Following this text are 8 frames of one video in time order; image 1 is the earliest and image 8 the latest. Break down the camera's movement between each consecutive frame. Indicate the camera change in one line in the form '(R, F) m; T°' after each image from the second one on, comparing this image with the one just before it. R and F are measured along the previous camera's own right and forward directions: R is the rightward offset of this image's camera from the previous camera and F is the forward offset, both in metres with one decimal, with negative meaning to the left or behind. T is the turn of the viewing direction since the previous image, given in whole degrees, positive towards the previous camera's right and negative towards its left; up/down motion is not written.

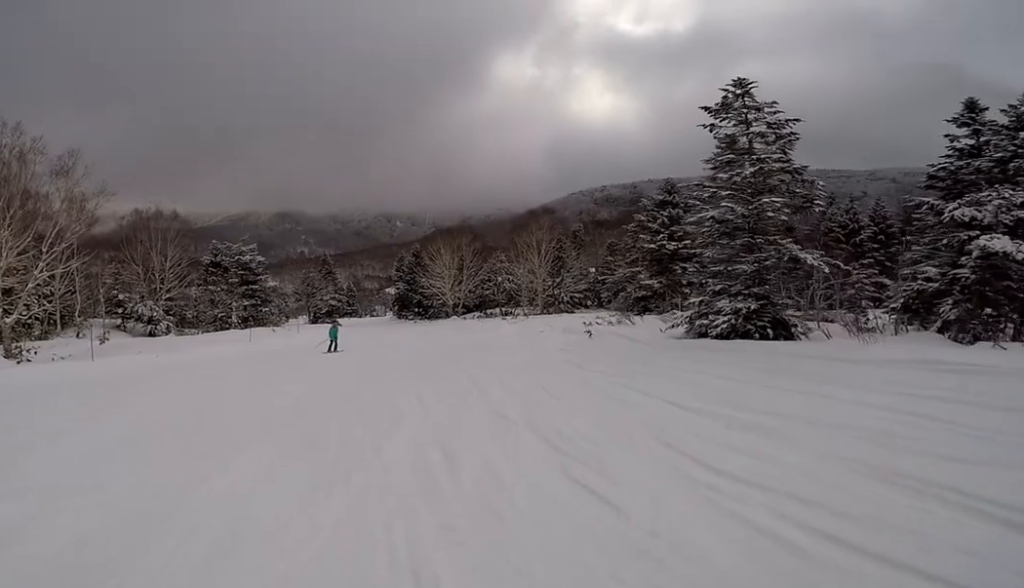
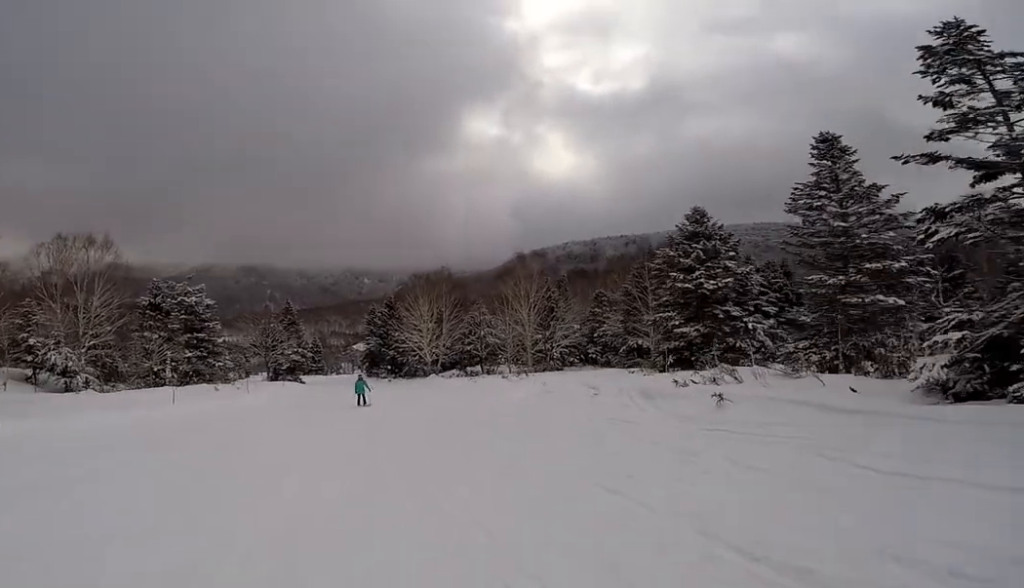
(-0.1, +7.6) m; -2°
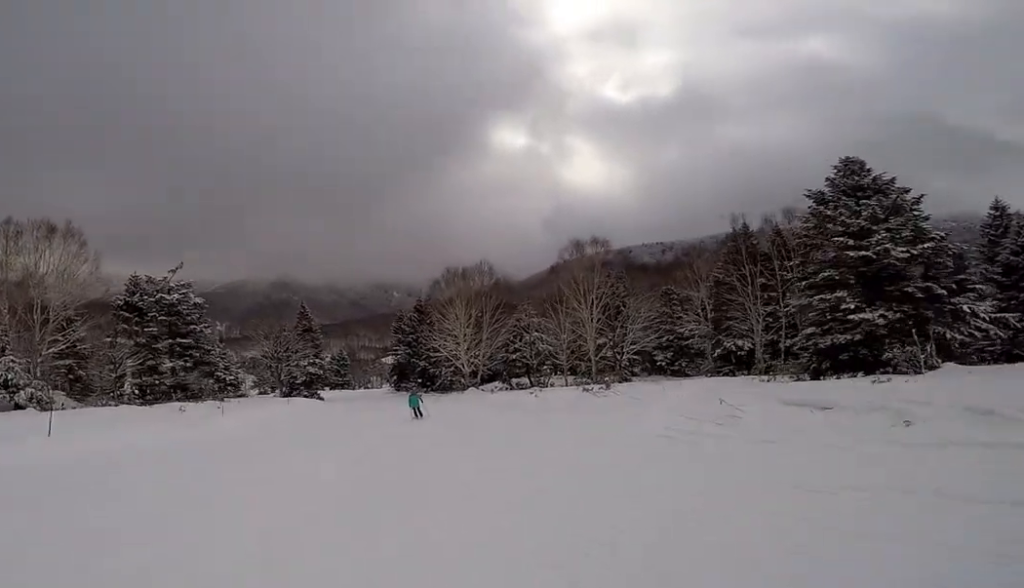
(-0.2, +9.1) m; +3°
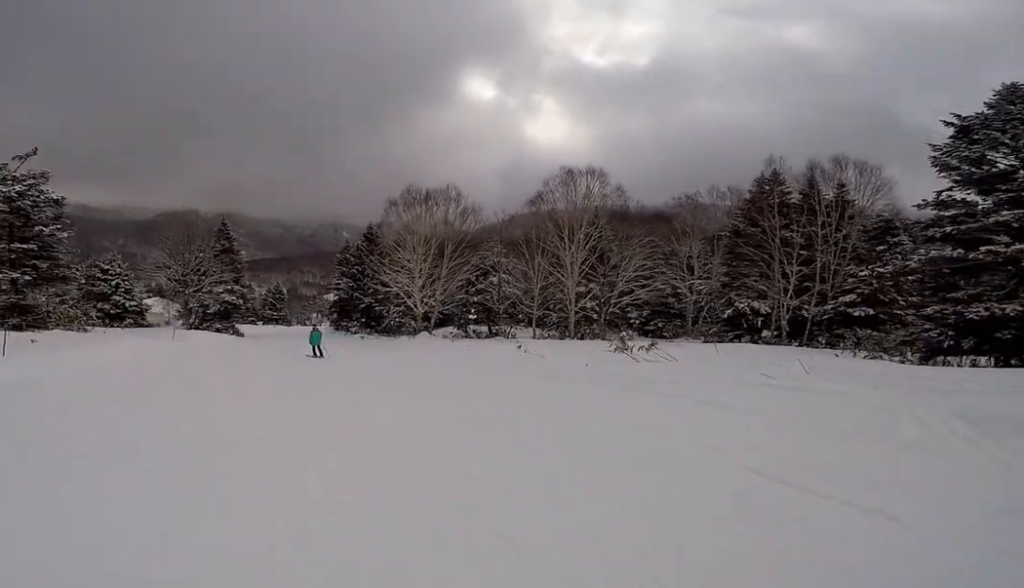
(+0.7, +9.0) m; +1°
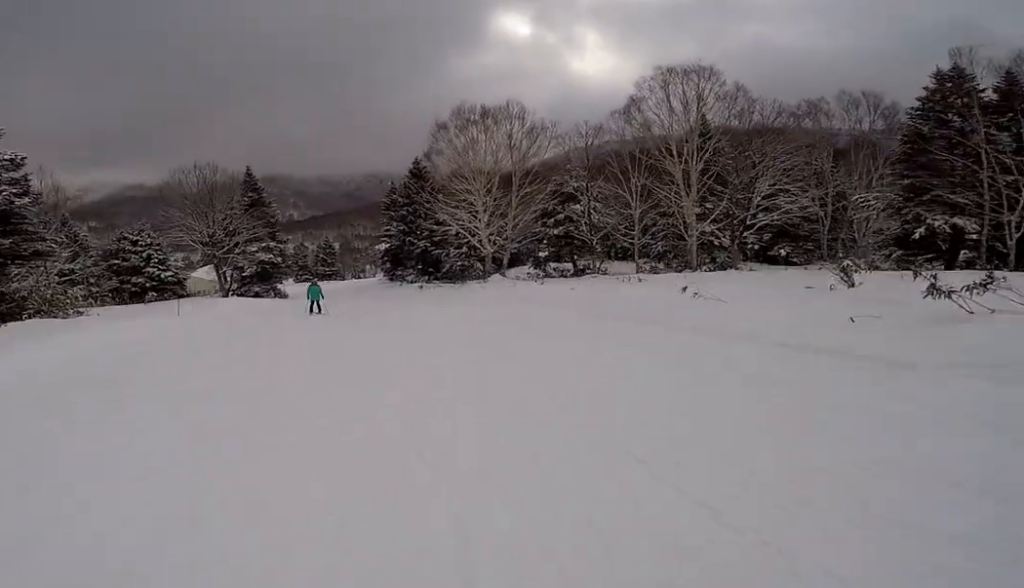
(0.0, +6.7) m; -6°
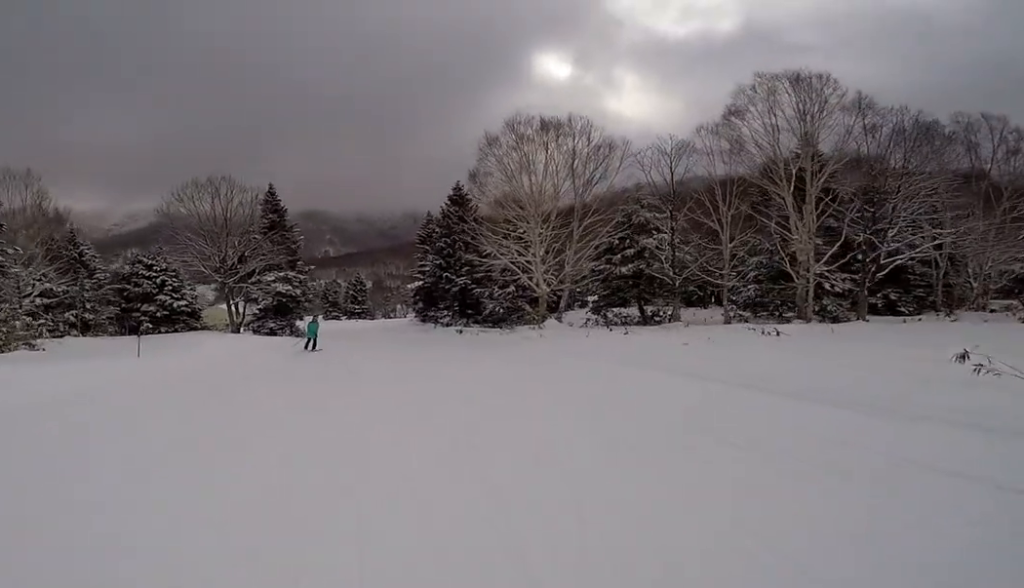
(-1.2, +5.5) m; -4°
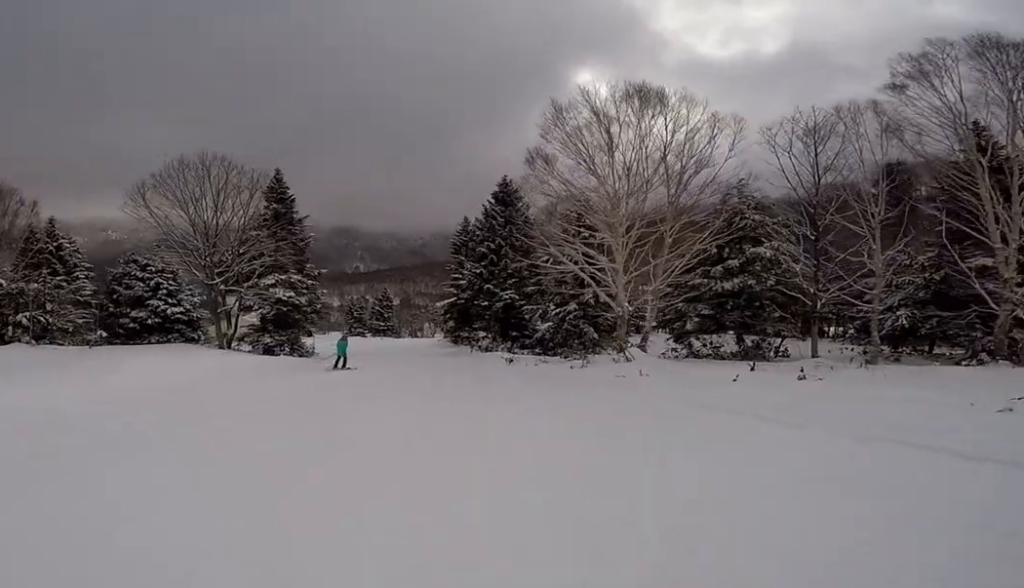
(+0.9, +7.2) m; +4°
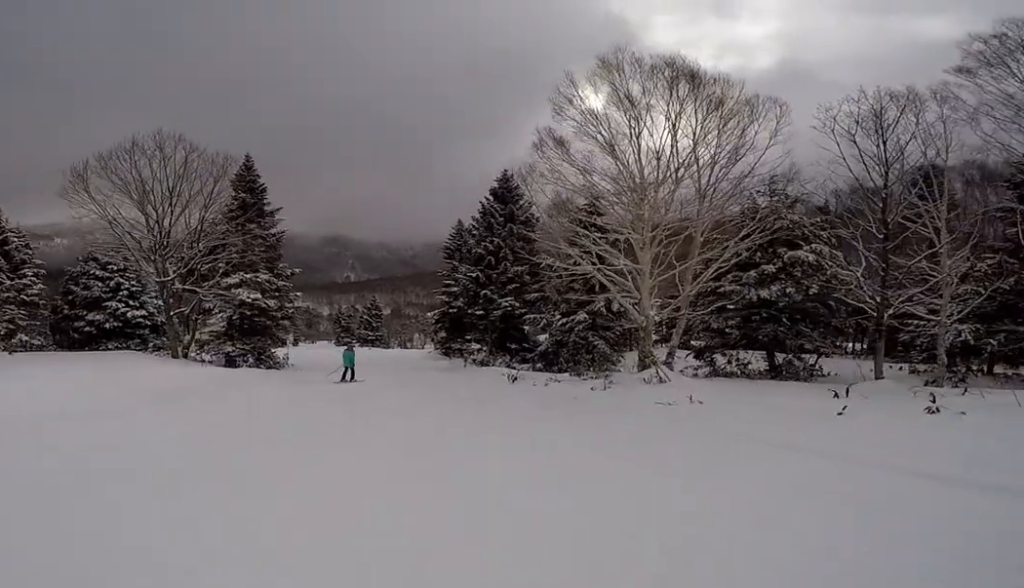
(-0.1, +3.6) m; -2°
